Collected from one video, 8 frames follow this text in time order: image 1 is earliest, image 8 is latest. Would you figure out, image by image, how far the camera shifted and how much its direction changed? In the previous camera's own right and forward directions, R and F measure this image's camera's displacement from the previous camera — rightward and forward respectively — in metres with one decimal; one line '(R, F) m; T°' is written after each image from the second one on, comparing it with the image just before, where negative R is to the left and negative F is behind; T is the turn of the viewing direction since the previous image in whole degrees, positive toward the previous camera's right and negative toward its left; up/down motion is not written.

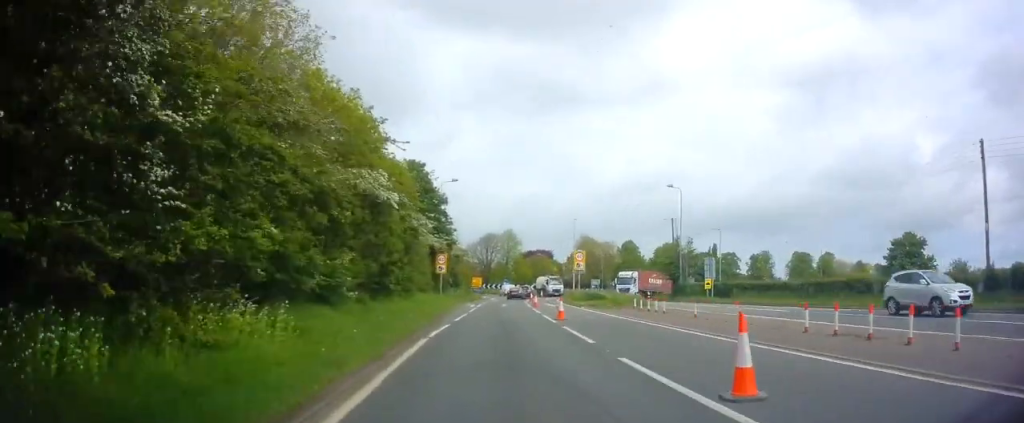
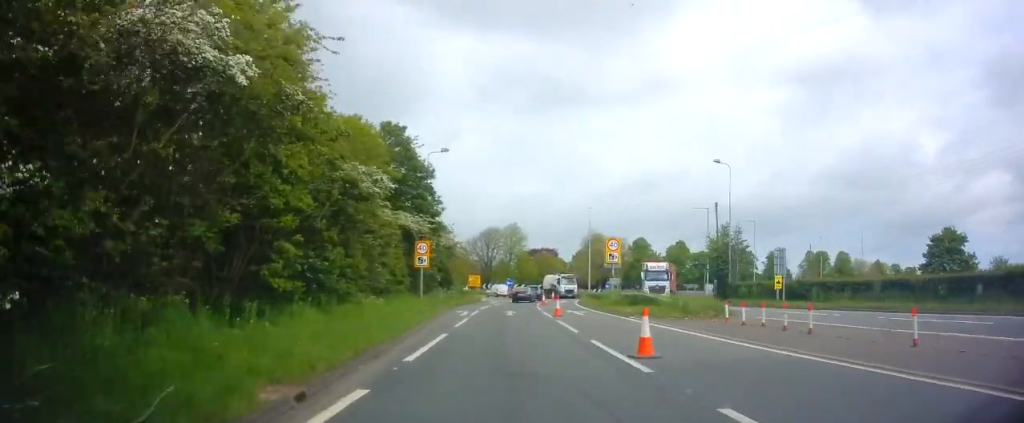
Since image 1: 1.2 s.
(-0.3, +13.1) m; -3°
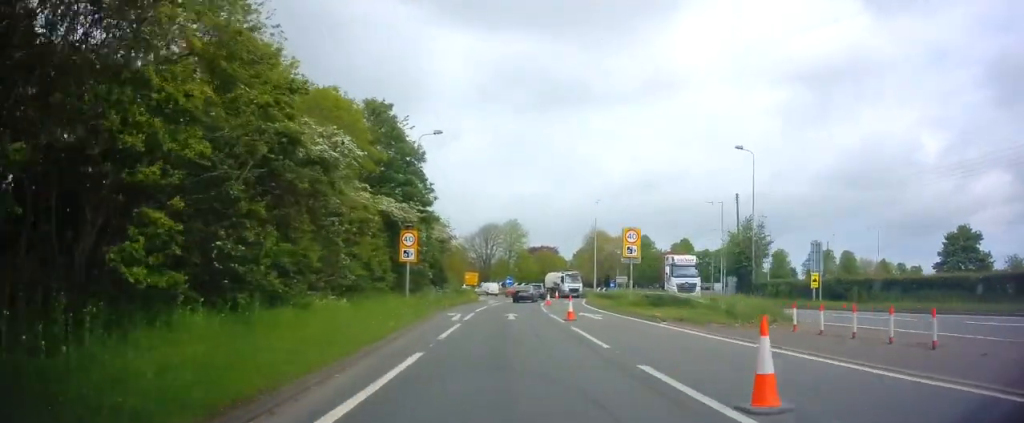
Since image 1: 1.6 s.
(-0.2, +5.0) m; -1°
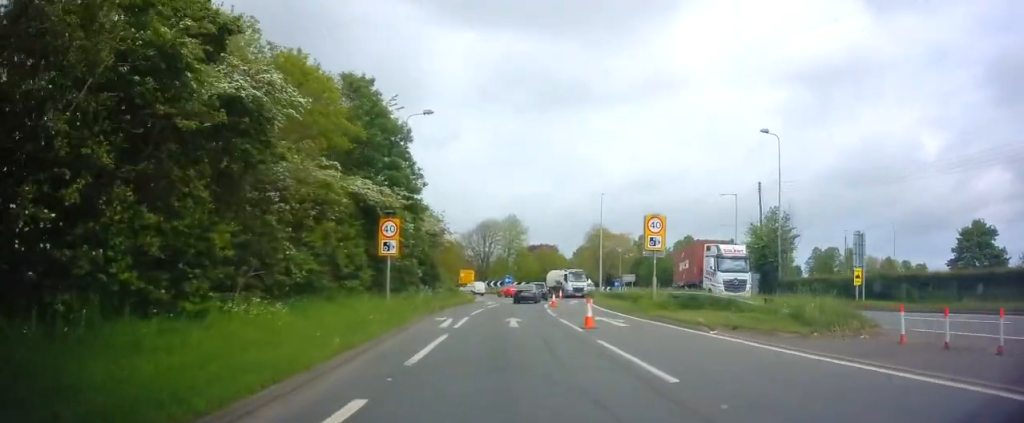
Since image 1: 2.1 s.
(+0.2, +4.7) m; +1°
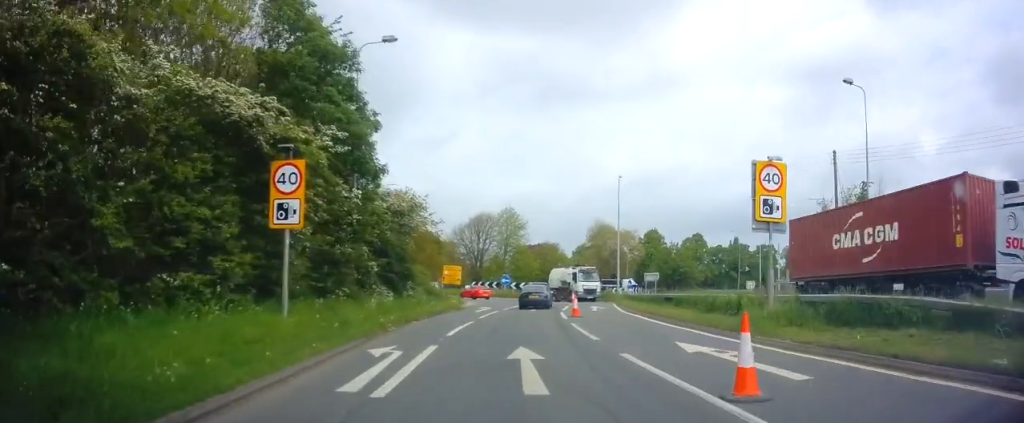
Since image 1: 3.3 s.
(+0.3, +11.5) m; +2°
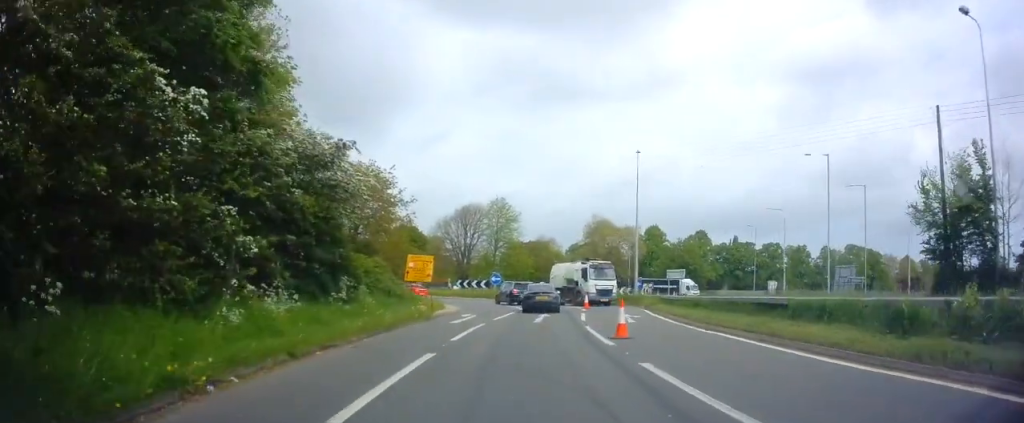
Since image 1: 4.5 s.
(0.0, +10.9) m; +1°
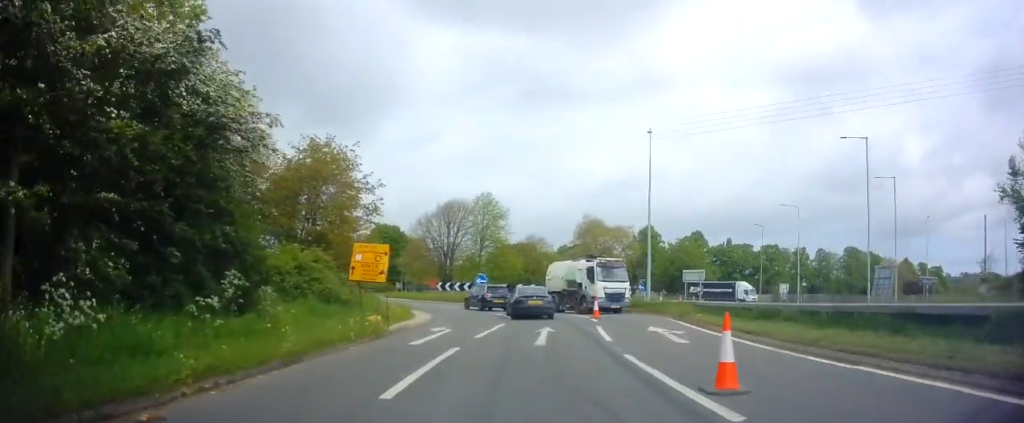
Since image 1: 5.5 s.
(+0.1, +7.2) m; +3°
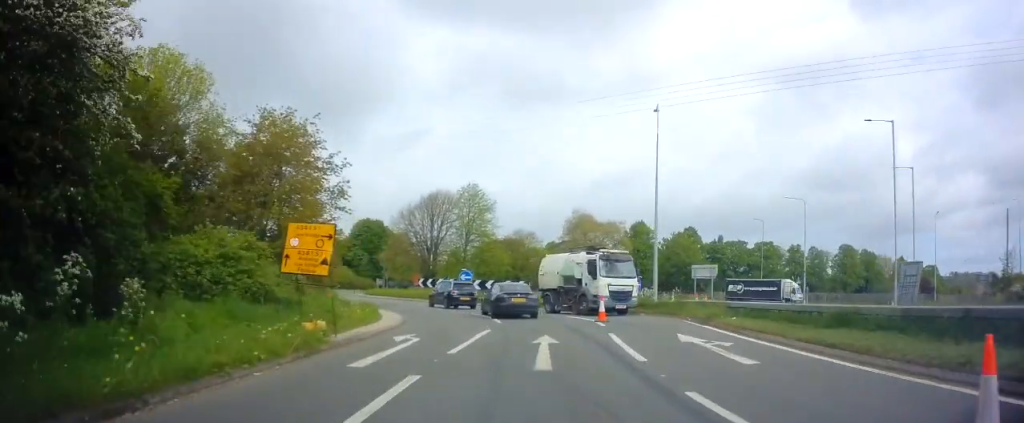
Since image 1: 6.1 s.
(+0.1, +4.4) m; +3°
